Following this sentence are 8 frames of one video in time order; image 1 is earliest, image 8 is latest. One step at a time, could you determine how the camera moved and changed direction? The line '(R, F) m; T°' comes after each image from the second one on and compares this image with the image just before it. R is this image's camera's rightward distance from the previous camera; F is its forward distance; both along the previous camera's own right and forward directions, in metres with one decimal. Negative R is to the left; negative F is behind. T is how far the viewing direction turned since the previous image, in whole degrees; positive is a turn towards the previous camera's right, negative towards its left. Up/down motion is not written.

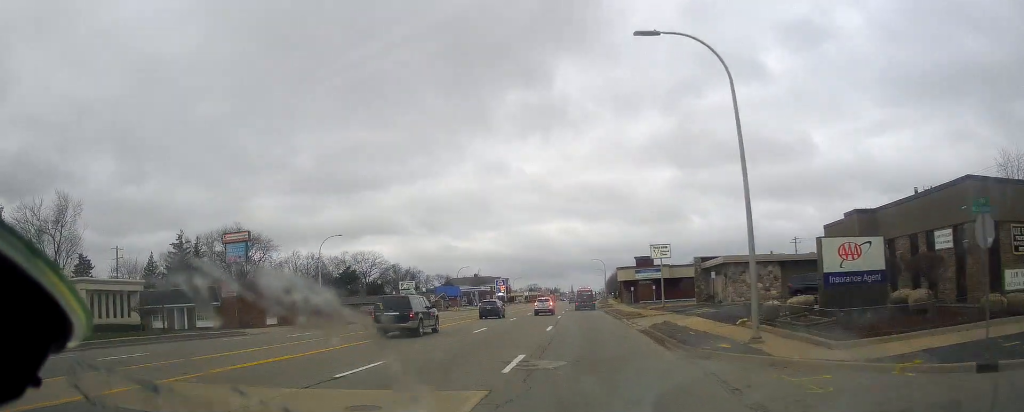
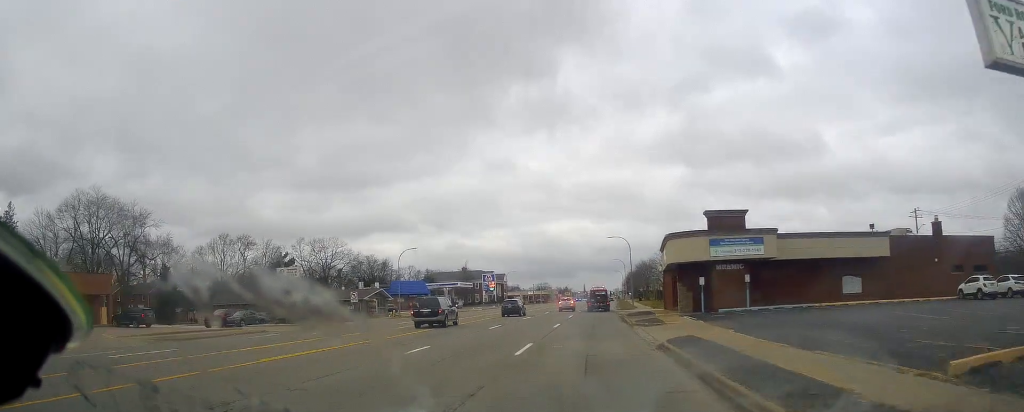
(-0.2, +44.3) m; -1°
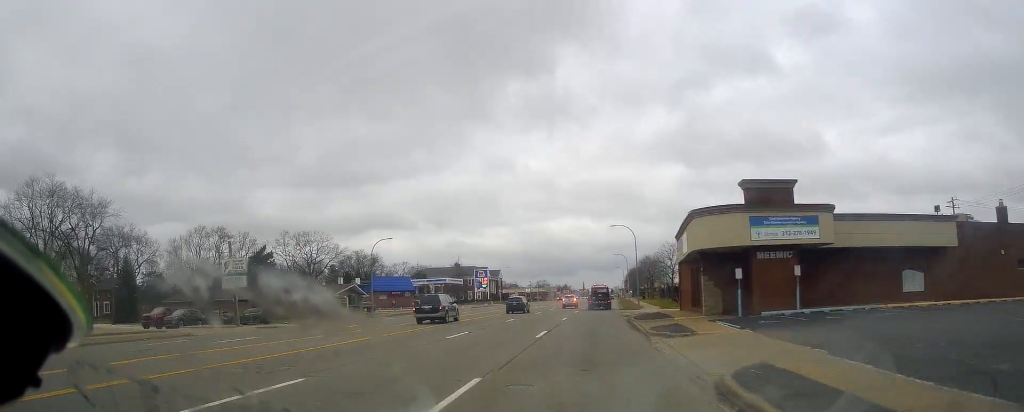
(-0.1, +9.7) m; -1°
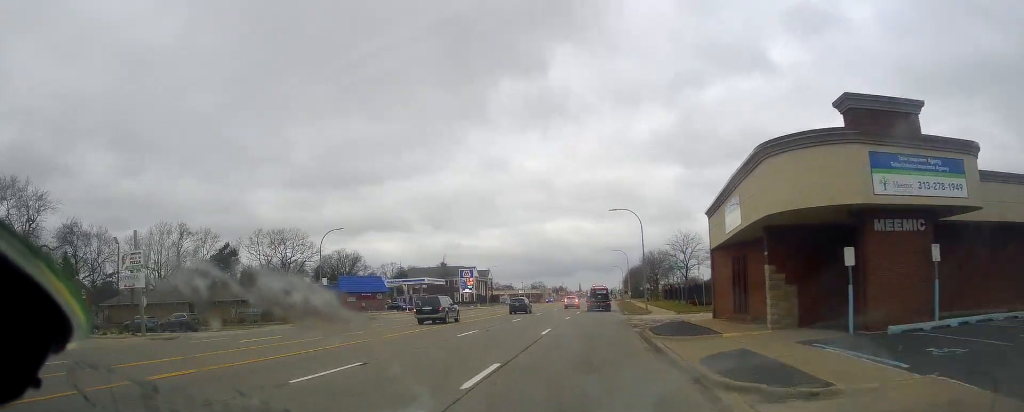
(0.0, +12.6) m; 0°
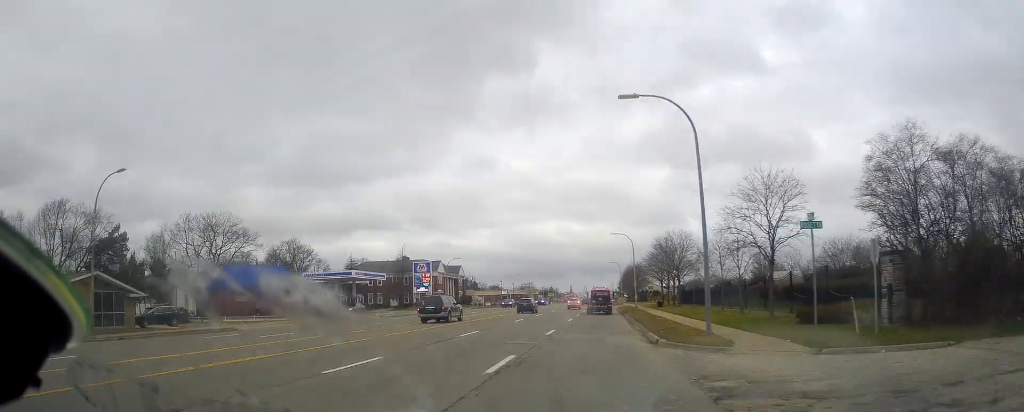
(+0.3, +29.2) m; +2°
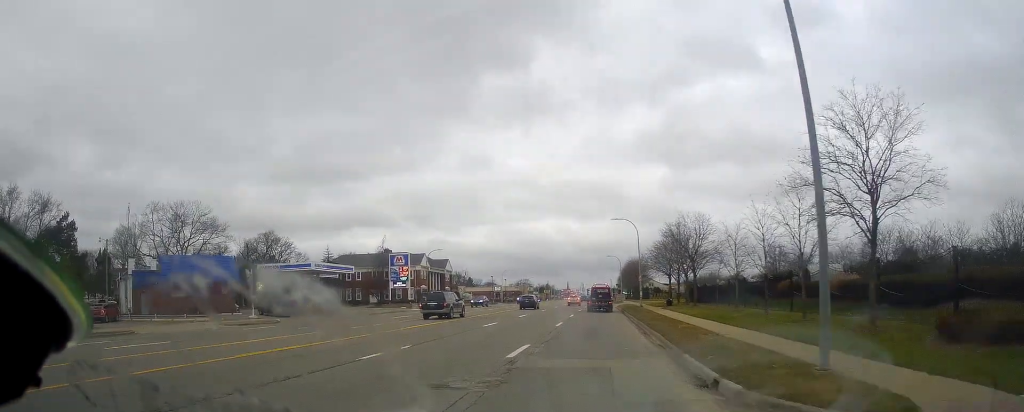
(+0.3, +11.0) m; 0°
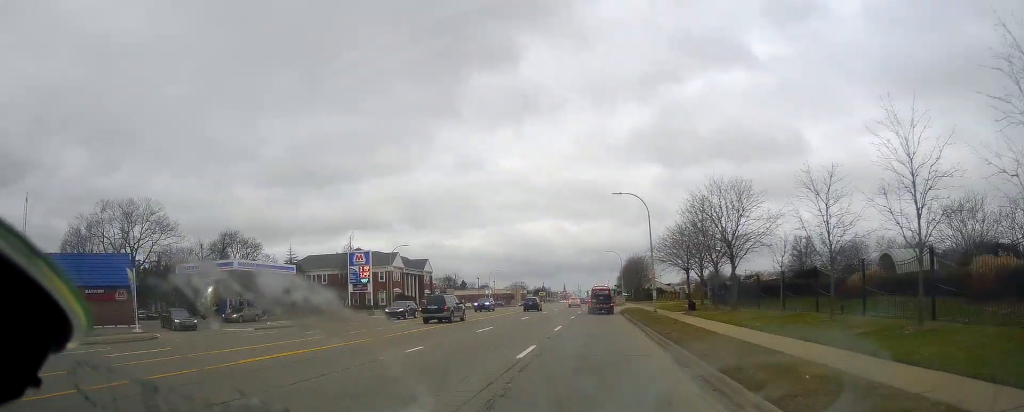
(-0.3, +14.9) m; 0°
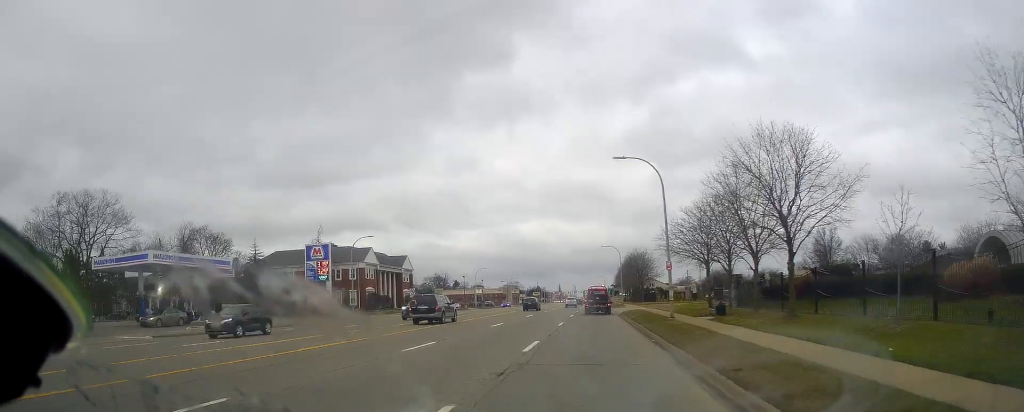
(0.0, +11.2) m; +1°
